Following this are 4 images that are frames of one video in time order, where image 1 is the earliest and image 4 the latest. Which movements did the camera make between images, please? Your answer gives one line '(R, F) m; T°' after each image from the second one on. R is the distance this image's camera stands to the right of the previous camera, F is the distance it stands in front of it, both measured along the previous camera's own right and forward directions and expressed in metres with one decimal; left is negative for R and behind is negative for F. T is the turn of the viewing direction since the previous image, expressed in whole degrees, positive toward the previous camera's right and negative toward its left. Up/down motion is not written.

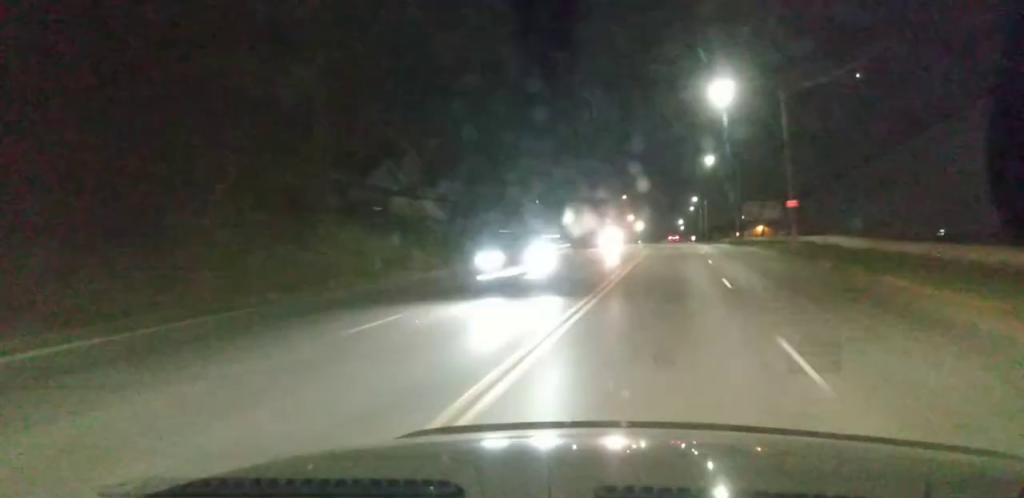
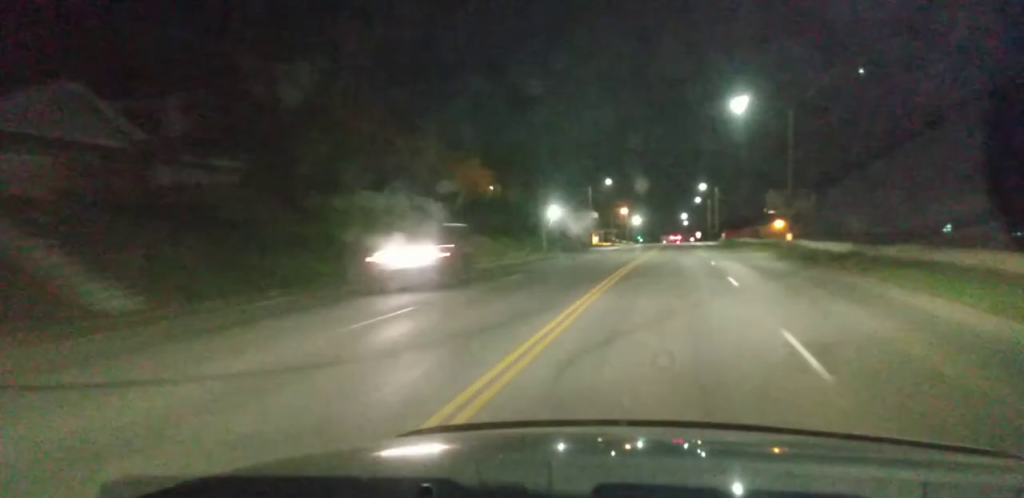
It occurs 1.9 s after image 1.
(+0.8, +34.8) m; 0°
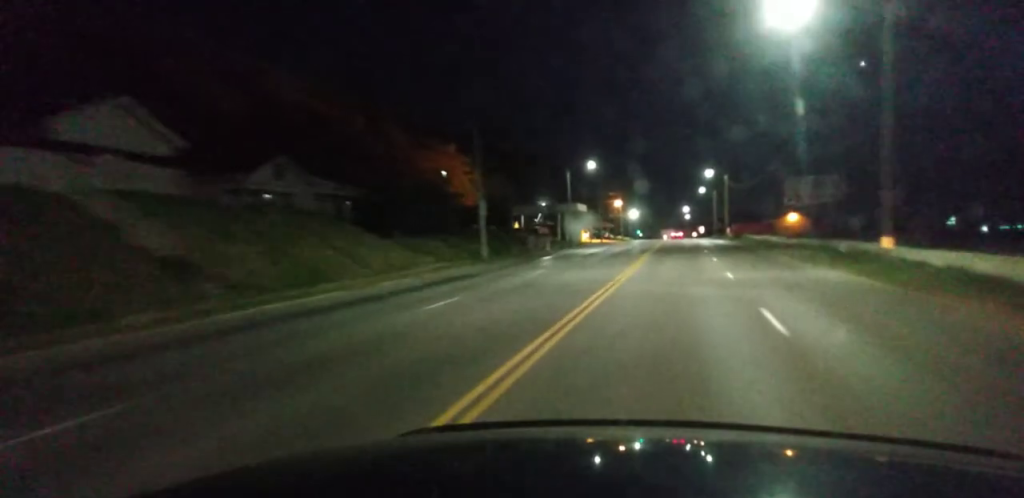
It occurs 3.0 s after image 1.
(-0.7, +20.8) m; -2°
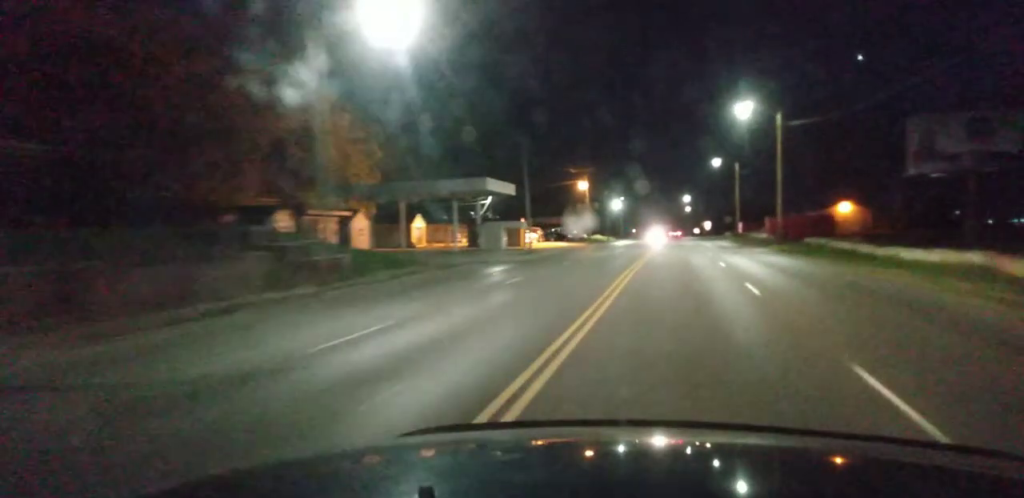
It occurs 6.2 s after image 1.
(+2.1, +57.8) m; +3°
